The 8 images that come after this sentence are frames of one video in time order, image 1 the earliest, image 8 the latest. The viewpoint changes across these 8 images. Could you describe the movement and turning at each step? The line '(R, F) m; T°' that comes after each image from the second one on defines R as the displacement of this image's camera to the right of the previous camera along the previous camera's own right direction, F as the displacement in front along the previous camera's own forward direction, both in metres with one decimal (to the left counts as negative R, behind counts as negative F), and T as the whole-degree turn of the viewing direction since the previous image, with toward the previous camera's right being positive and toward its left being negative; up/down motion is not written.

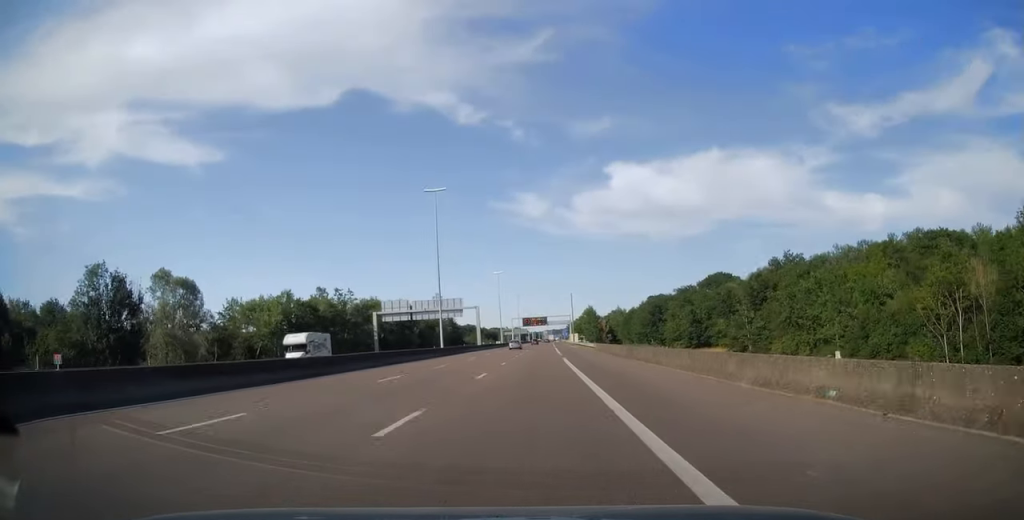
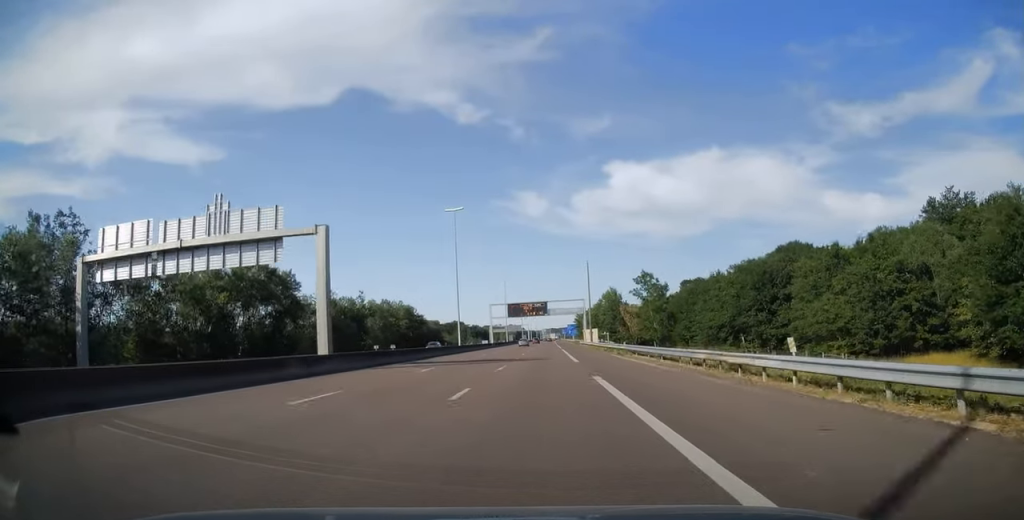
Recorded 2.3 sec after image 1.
(+0.2, +72.0) m; 0°
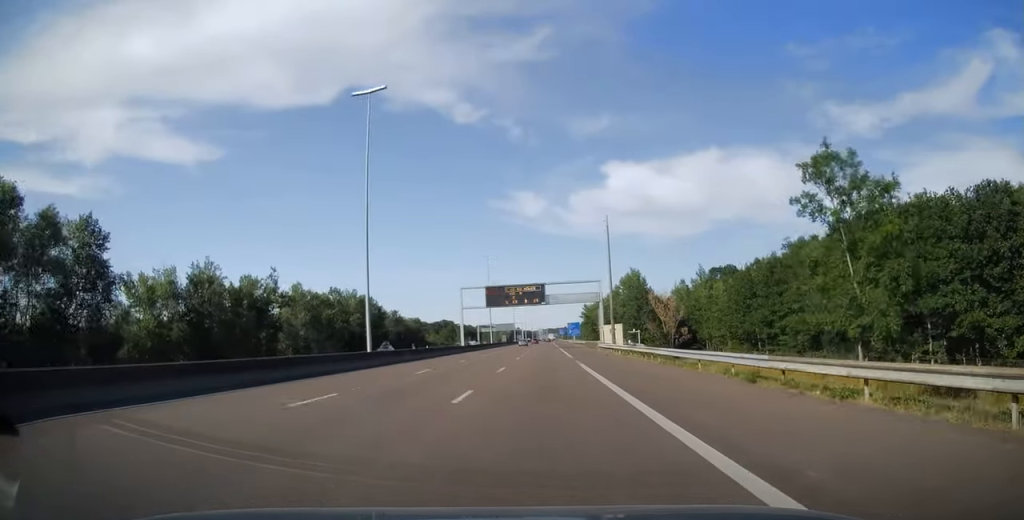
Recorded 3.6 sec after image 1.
(-0.1, +39.1) m; 0°
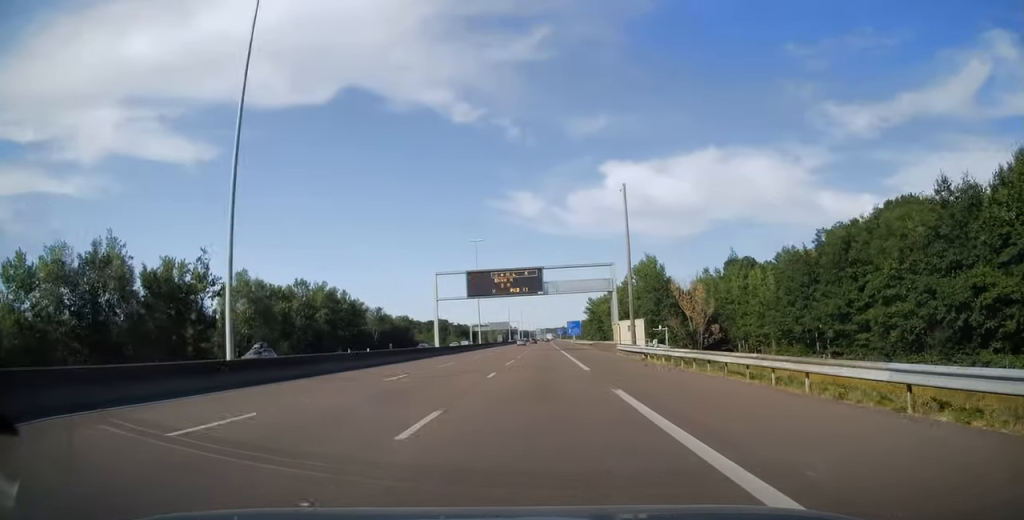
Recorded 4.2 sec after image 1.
(0.0, +17.5) m; 0°
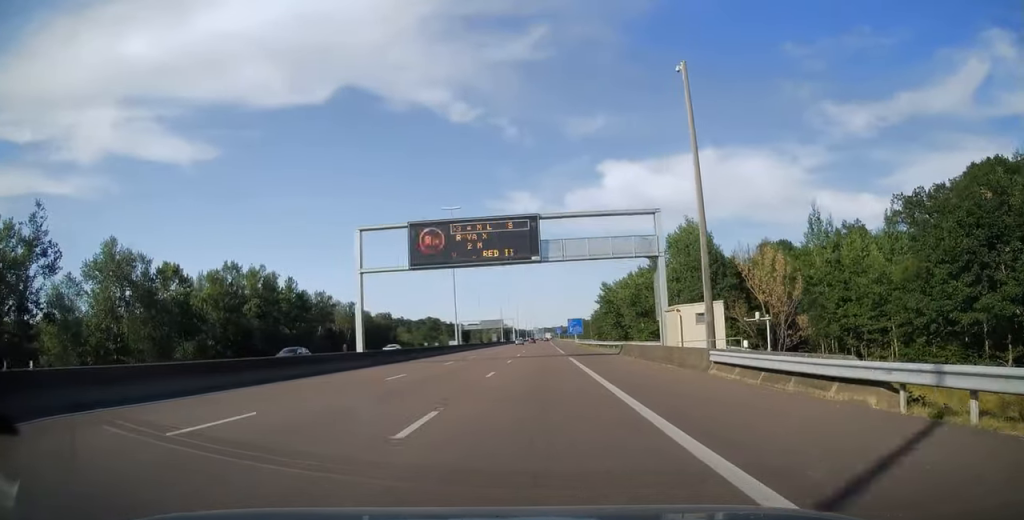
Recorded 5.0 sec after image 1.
(+0.2, +25.7) m; 0°
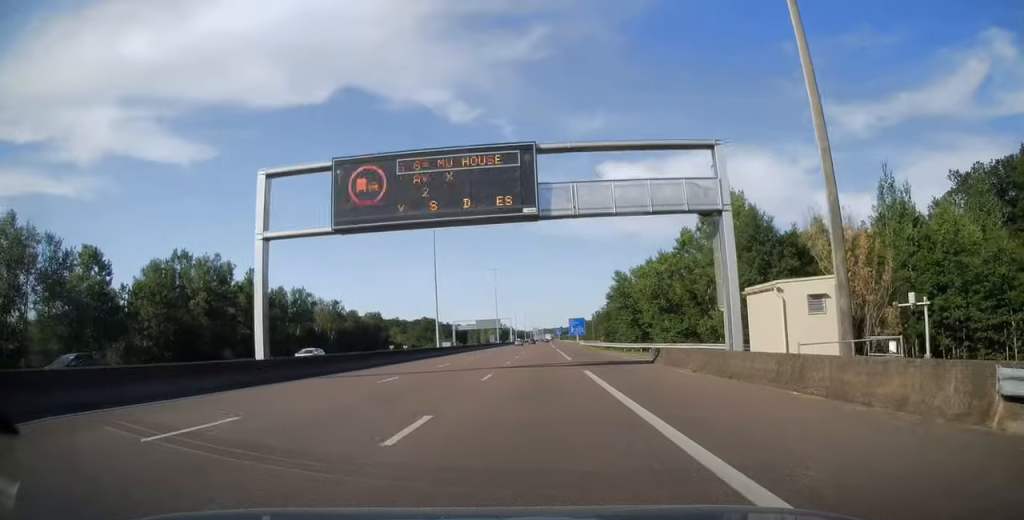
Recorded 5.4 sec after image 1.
(0.0, +13.4) m; 0°
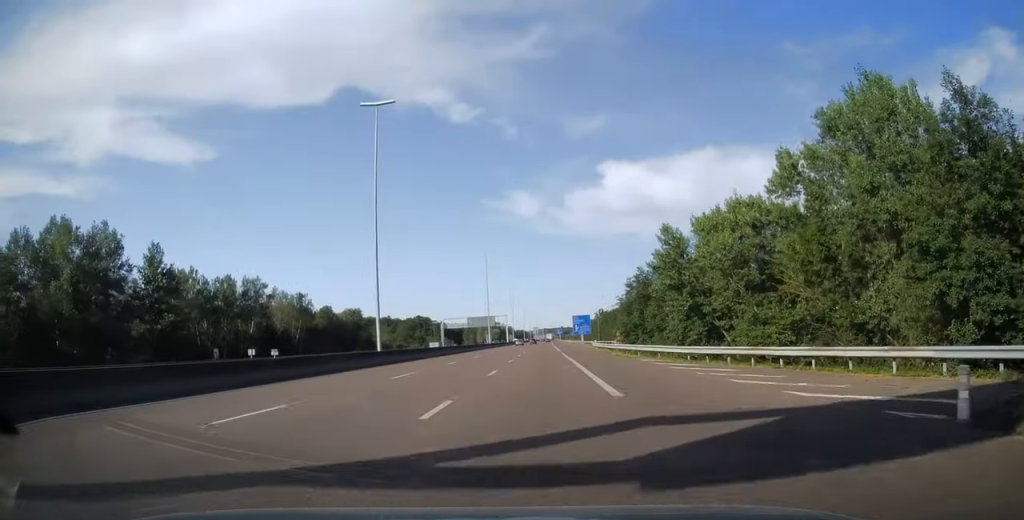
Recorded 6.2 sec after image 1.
(0.0, +23.2) m; 0°
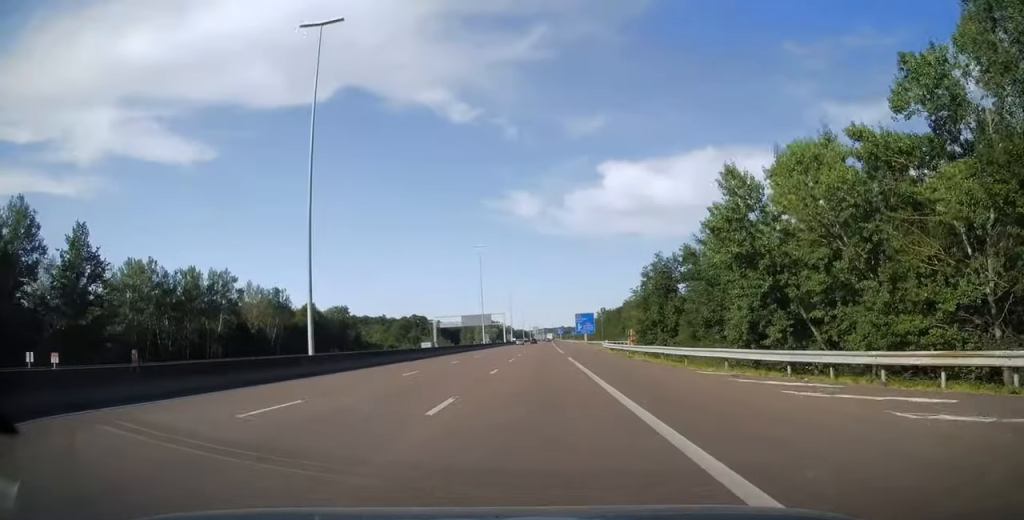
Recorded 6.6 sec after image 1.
(-0.1, +12.4) m; 0°
